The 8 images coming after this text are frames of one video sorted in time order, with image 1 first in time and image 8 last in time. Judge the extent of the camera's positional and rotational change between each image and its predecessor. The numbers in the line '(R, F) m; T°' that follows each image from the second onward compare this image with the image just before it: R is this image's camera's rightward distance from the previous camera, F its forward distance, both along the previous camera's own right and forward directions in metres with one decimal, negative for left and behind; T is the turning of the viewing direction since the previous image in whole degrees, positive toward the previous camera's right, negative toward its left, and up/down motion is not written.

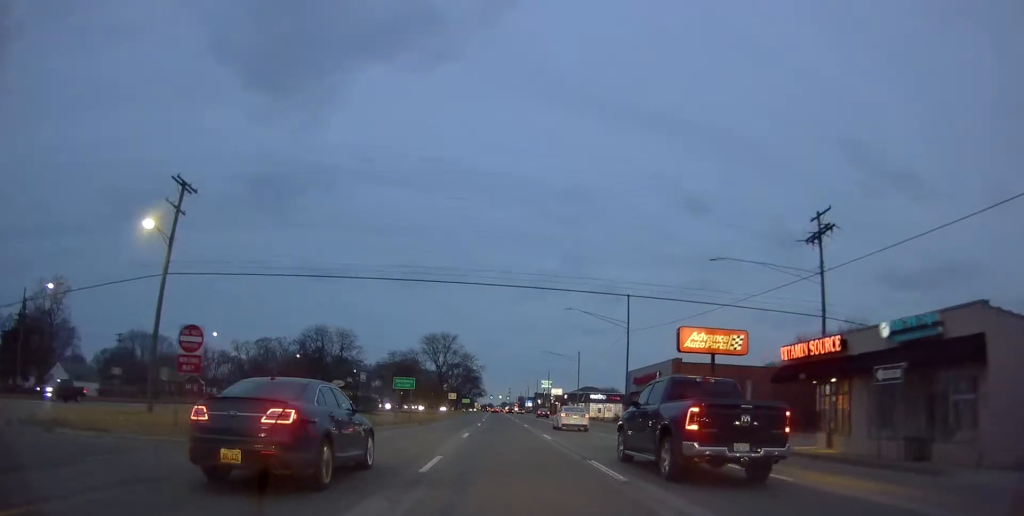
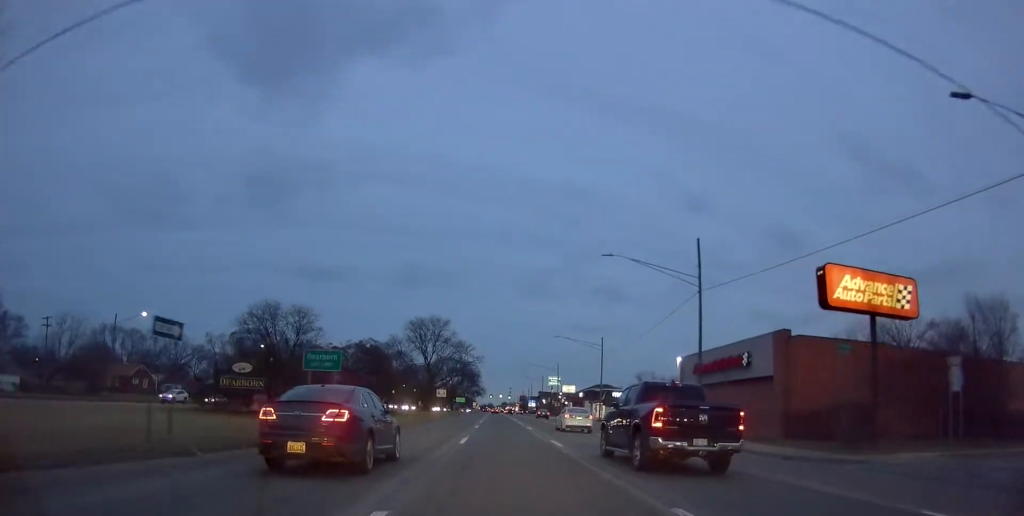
(+0.4, +20.2) m; +1°
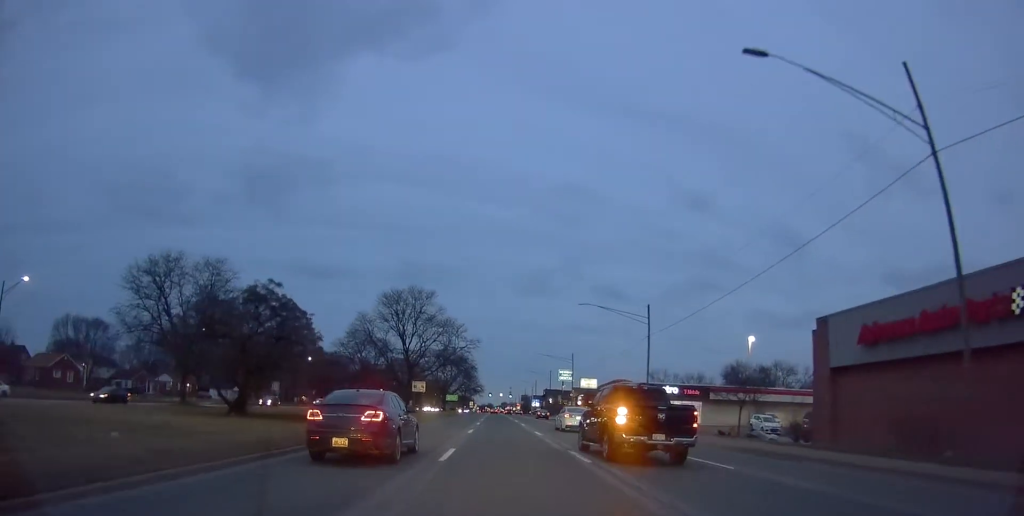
(0.0, +22.9) m; +1°
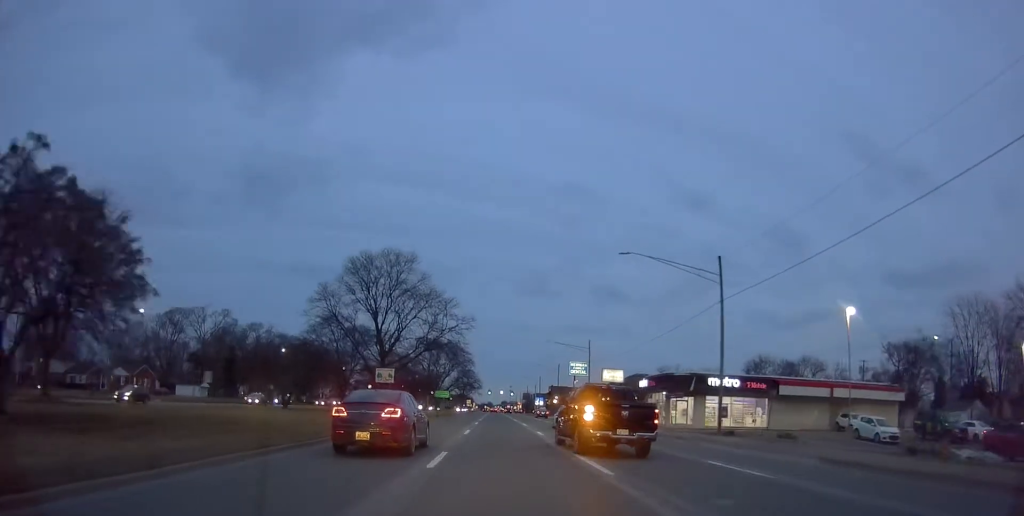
(+0.2, +17.3) m; -1°
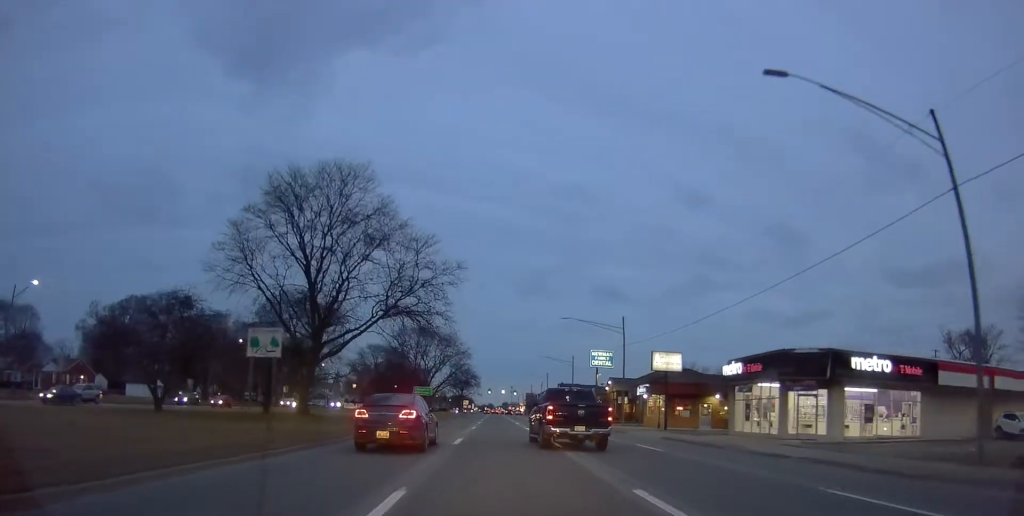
(-0.5, +21.1) m; -1°
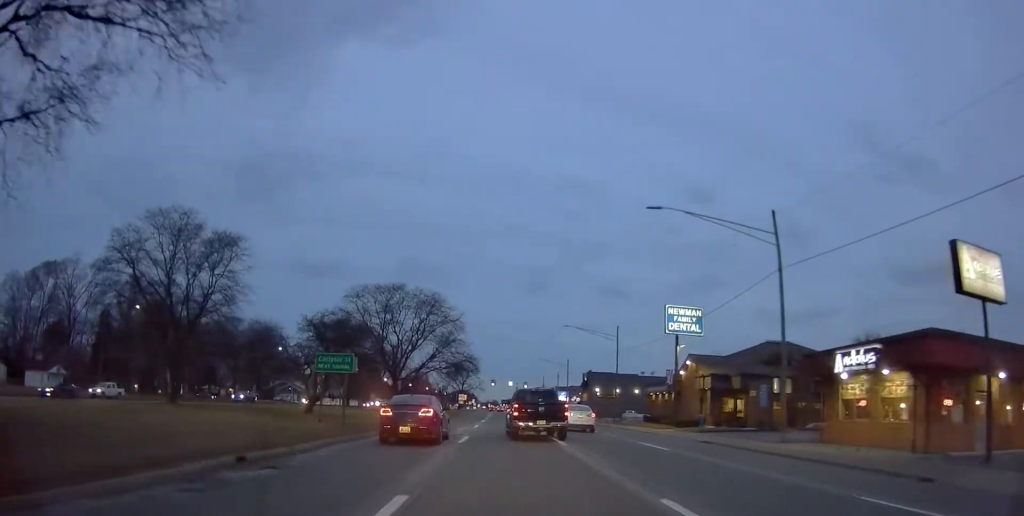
(+0.2, +32.6) m; 0°
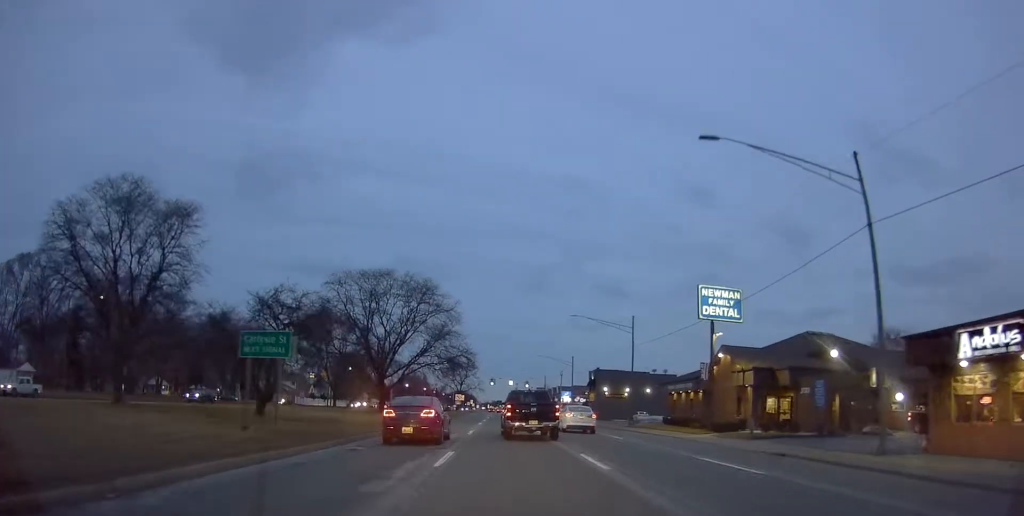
(-0.3, +7.7) m; 0°
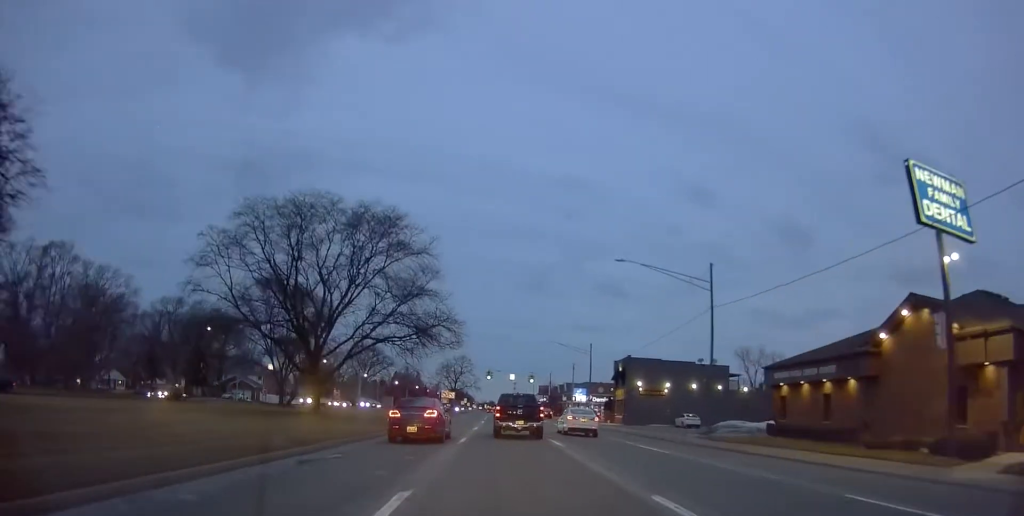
(+0.4, +21.9) m; +1°
